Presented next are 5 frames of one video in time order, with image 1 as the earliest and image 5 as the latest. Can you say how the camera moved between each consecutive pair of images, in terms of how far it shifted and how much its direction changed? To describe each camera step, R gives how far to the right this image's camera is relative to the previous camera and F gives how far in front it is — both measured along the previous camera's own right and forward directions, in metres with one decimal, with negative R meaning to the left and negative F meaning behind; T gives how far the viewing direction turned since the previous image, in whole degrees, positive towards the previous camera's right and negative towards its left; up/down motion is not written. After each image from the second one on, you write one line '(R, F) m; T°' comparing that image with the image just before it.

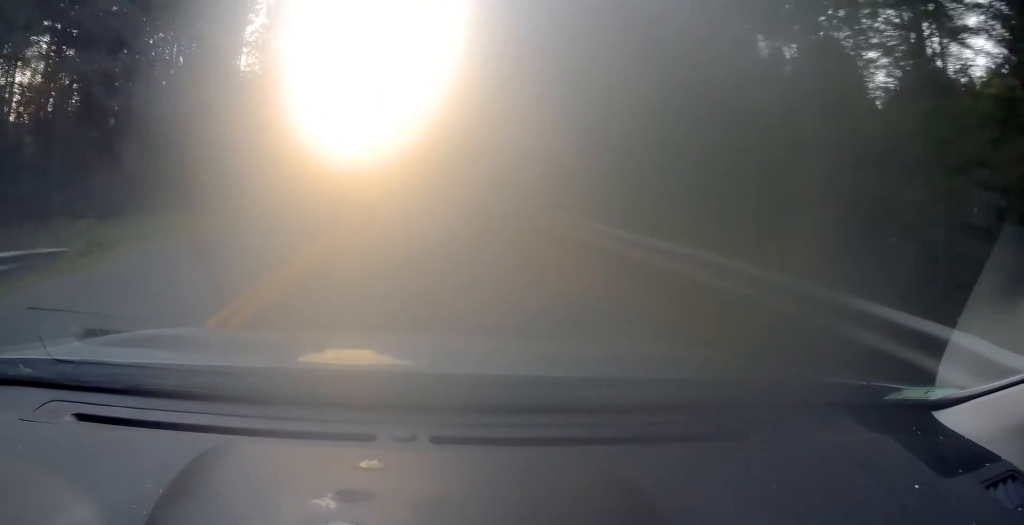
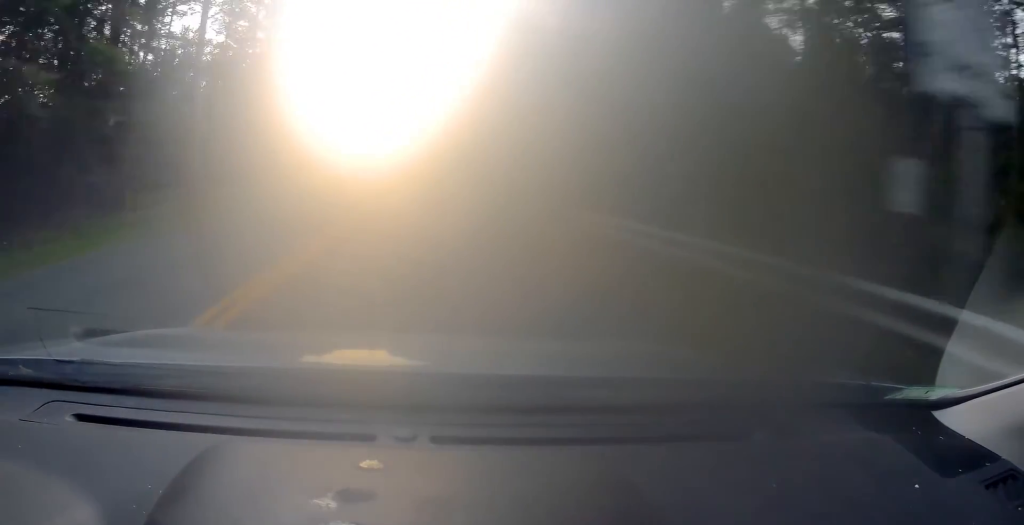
(-0.2, +14.6) m; -1°
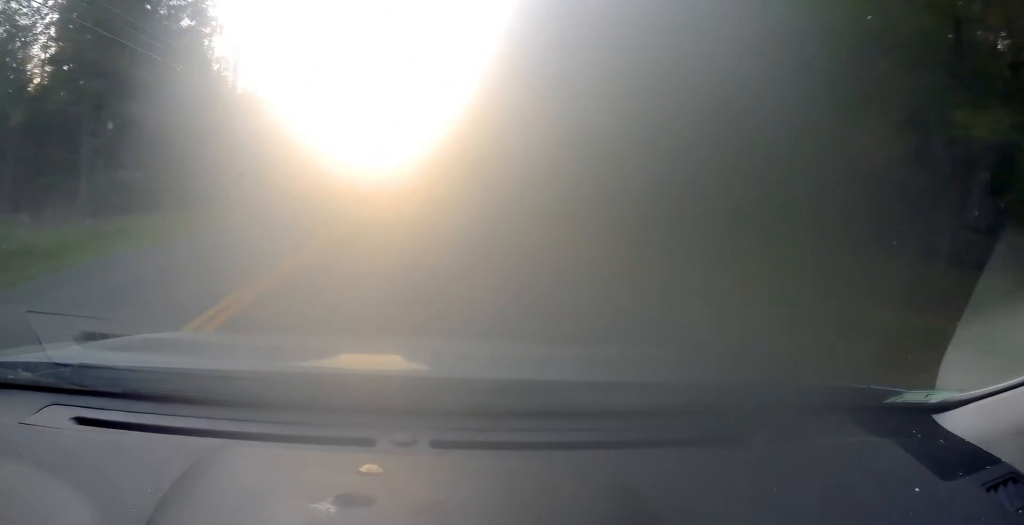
(-0.6, +45.3) m; -1°
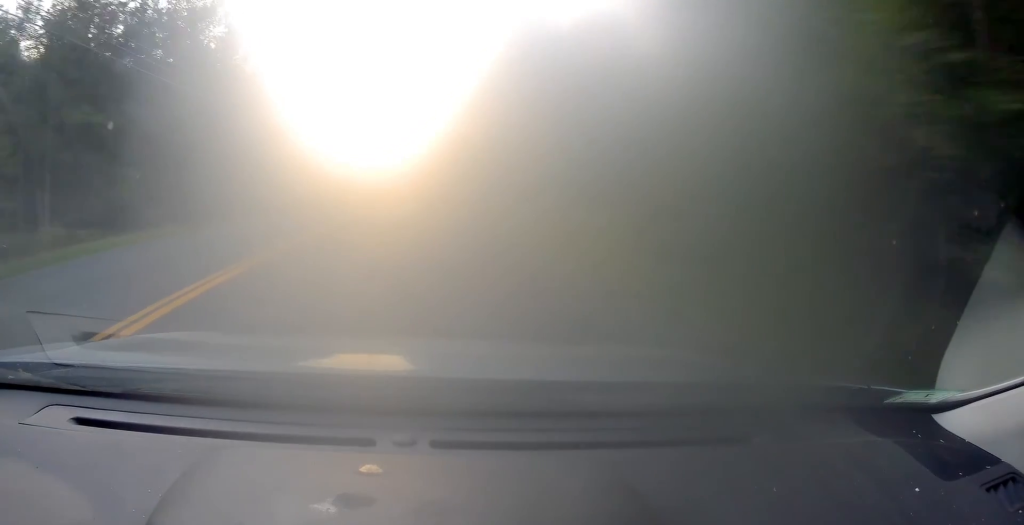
(-0.1, +41.7) m; 0°
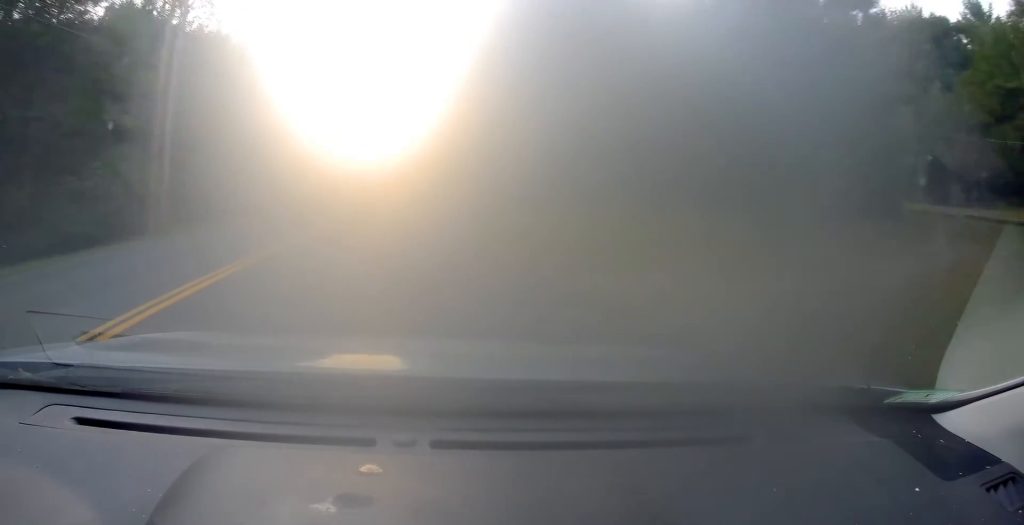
(0.0, +22.4) m; -1°
